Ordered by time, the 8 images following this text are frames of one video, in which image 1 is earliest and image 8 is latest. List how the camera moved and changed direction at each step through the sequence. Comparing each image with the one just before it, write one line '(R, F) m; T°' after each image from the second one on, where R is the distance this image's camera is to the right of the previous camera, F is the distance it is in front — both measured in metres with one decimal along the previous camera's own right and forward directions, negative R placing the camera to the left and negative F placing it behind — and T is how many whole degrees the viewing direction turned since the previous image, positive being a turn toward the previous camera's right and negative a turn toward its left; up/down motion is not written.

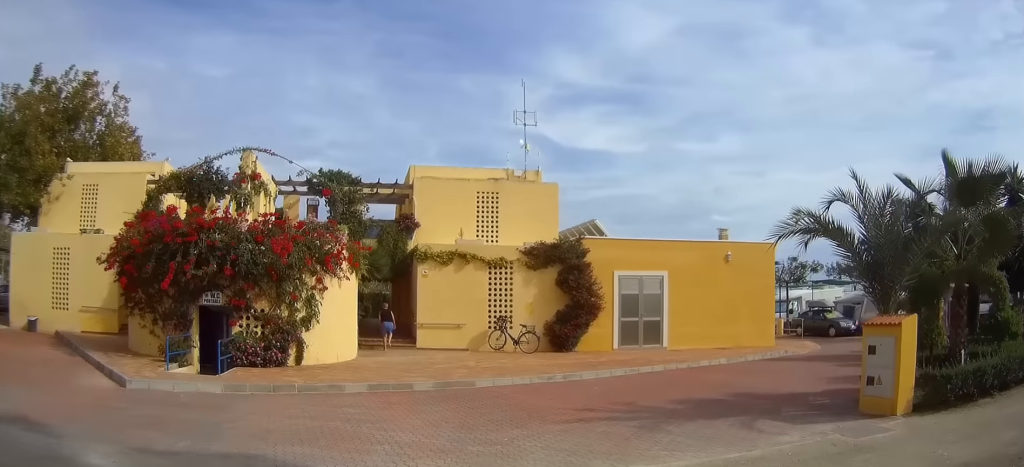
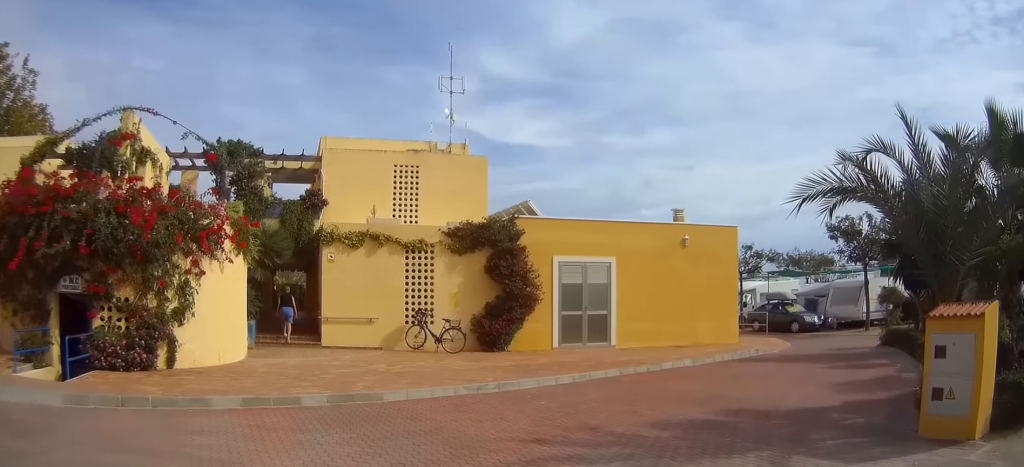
(+0.3, +3.8) m; +7°
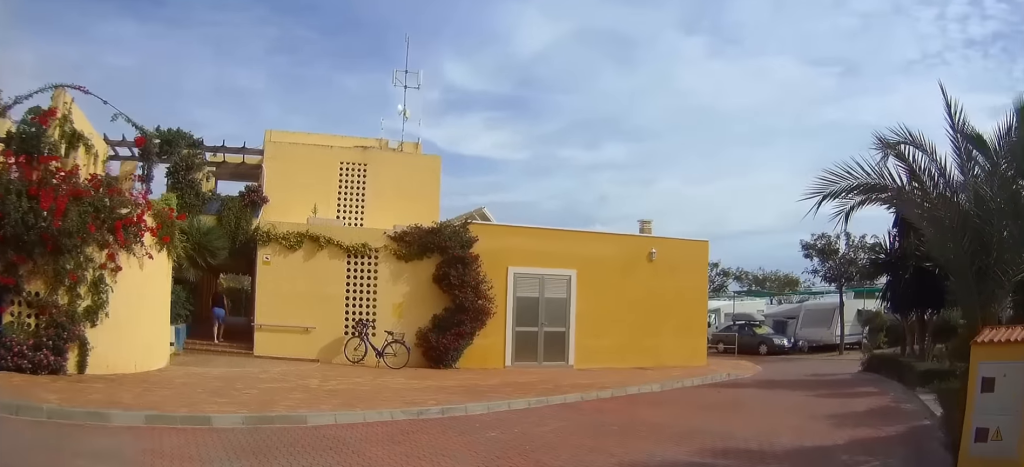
(0.0, +1.9) m; +4°
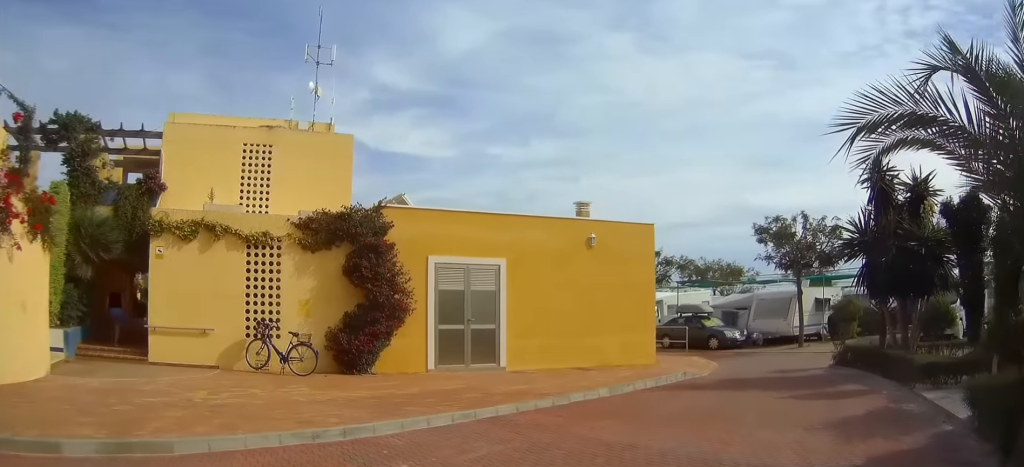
(0.0, +2.4) m; +8°
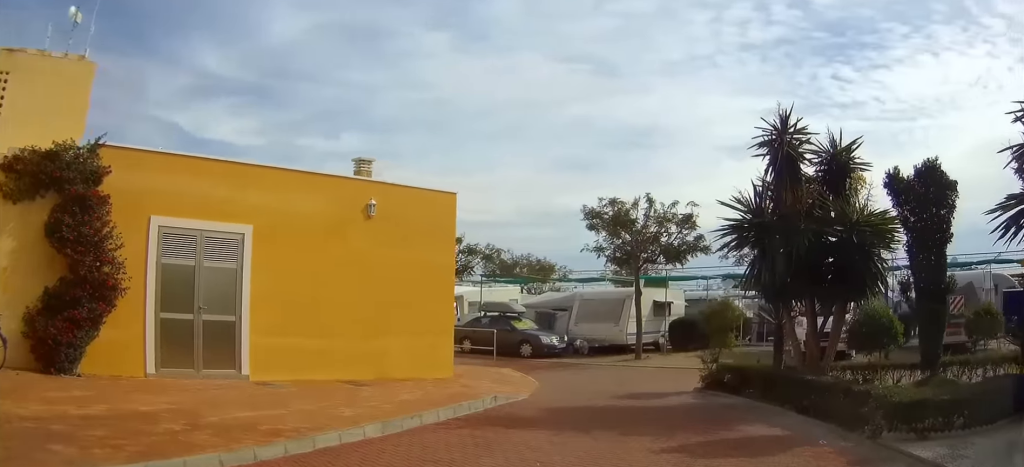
(+0.9, +4.9) m; +16°
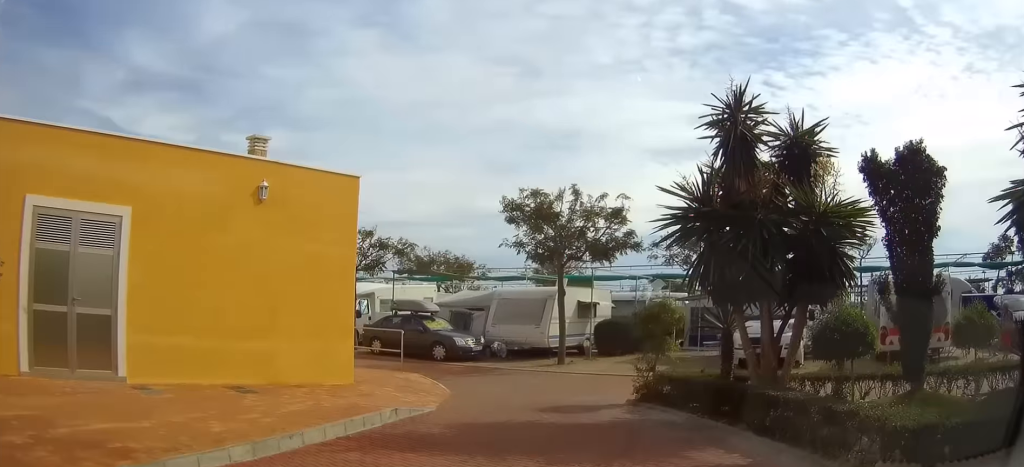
(0.0, +1.7) m; +4°
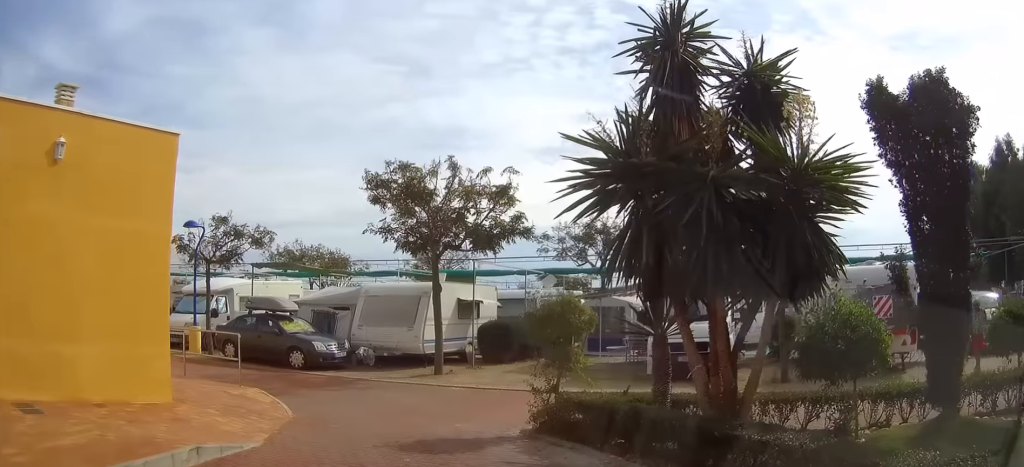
(+0.2, +3.0) m; +4°
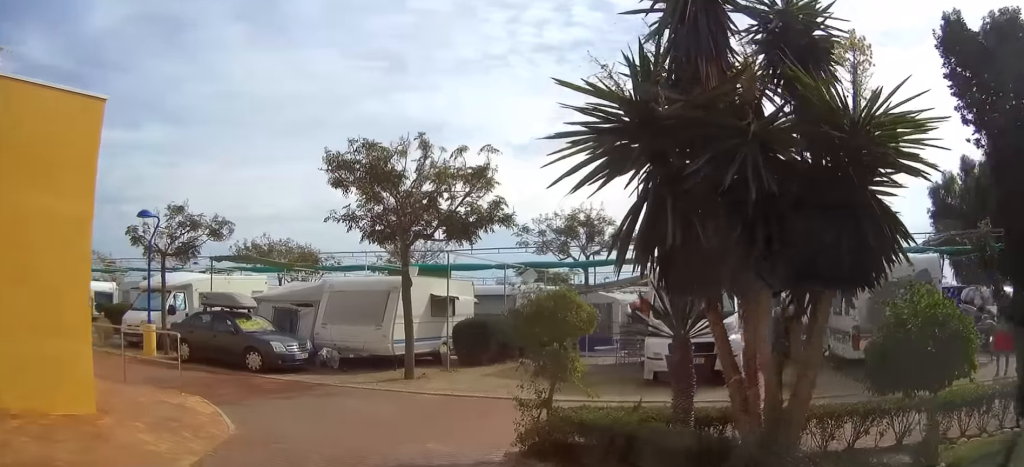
(+0.1, +1.7) m; +1°
